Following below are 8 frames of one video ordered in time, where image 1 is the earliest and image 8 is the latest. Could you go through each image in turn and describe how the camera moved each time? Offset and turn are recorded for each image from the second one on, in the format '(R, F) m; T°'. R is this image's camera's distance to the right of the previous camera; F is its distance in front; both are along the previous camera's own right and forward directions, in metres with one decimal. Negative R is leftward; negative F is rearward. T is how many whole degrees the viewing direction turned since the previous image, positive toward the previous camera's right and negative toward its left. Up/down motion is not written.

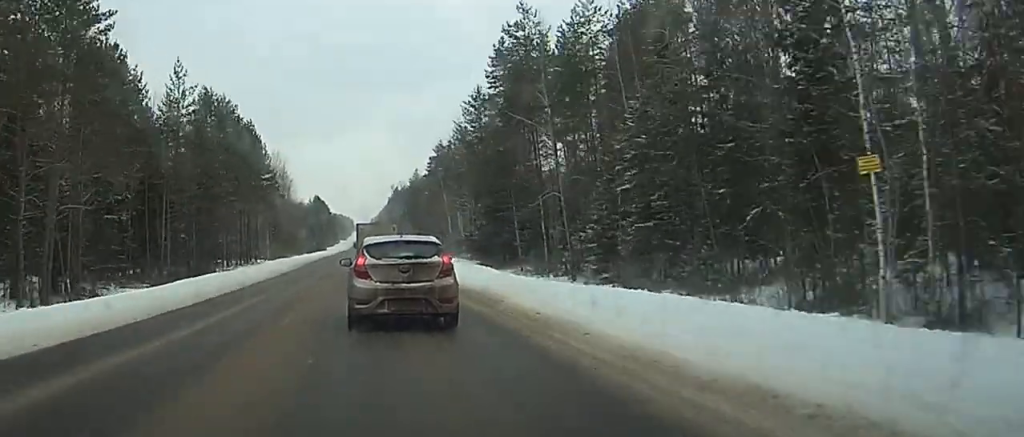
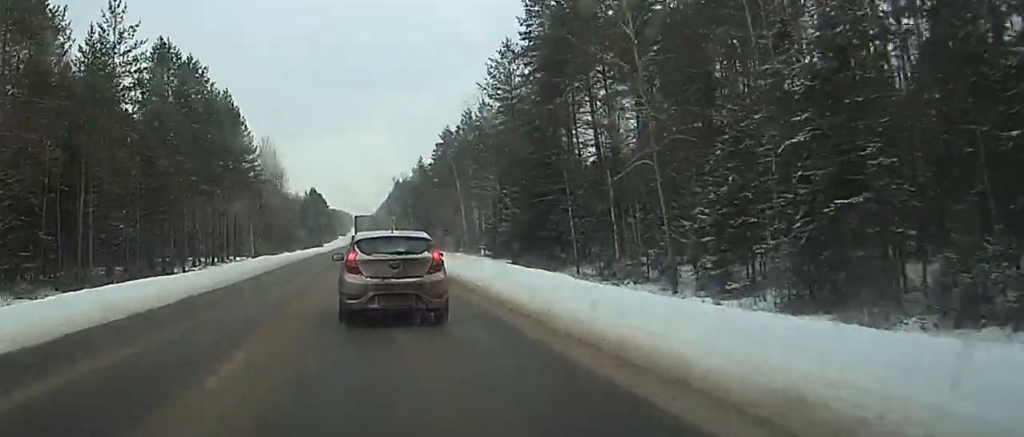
(+0.9, +18.8) m; 0°
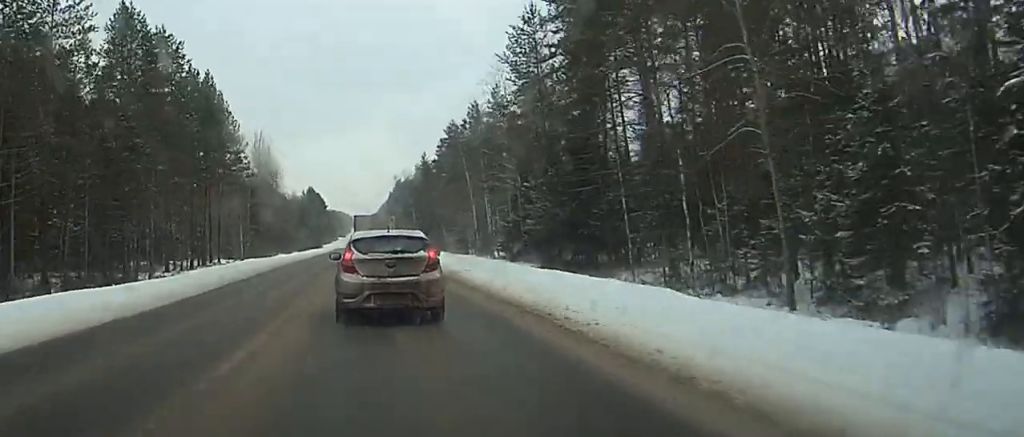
(+1.8, +10.8) m; -4°
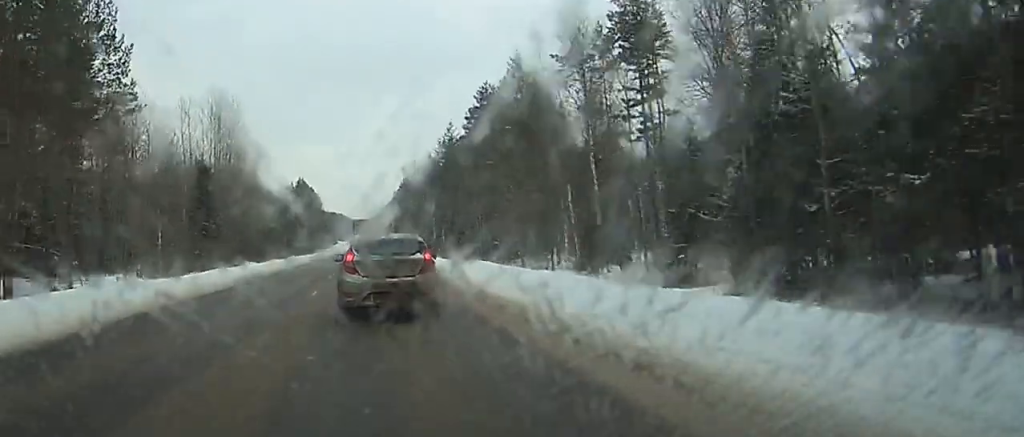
(-5.0, +45.8) m; 0°
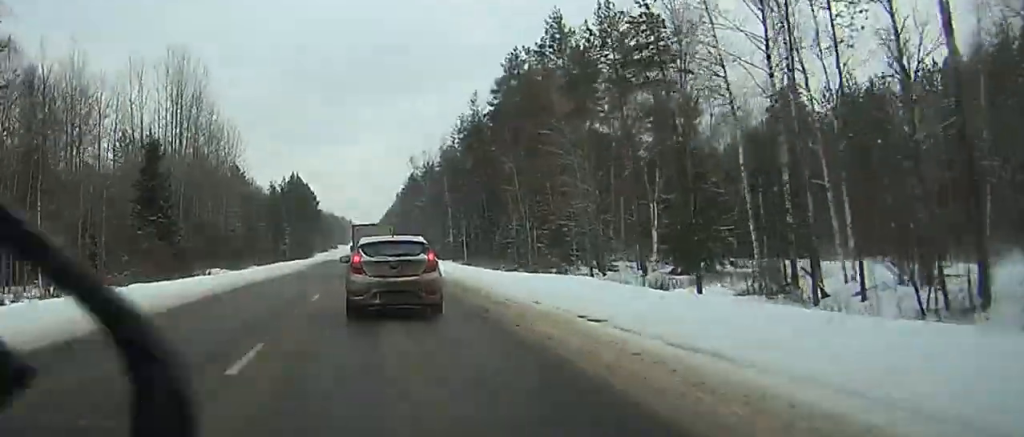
(0.0, +26.2) m; 0°
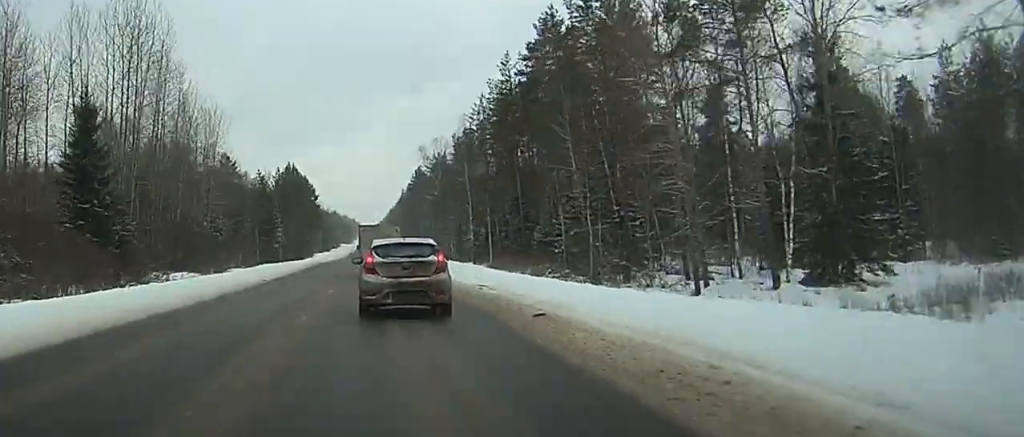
(0.0, +19.9) m; 0°
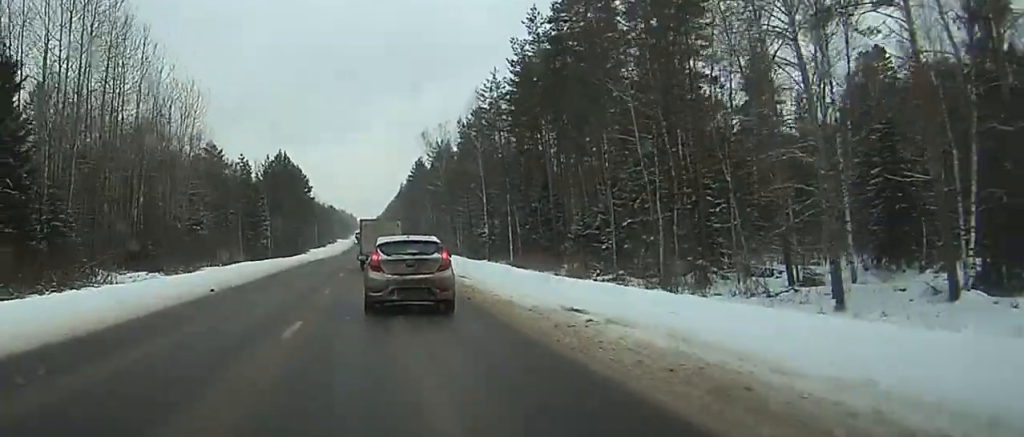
(0.0, +14.1) m; 0°
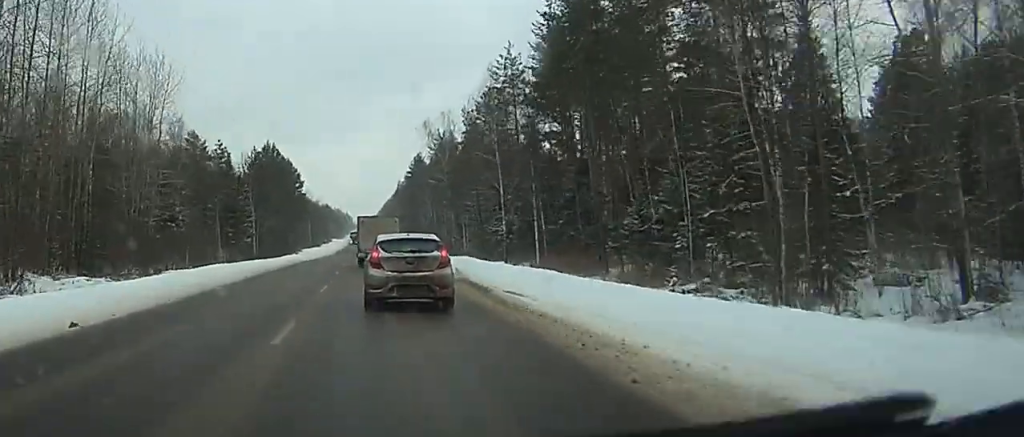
(0.0, +13.5) m; 0°
